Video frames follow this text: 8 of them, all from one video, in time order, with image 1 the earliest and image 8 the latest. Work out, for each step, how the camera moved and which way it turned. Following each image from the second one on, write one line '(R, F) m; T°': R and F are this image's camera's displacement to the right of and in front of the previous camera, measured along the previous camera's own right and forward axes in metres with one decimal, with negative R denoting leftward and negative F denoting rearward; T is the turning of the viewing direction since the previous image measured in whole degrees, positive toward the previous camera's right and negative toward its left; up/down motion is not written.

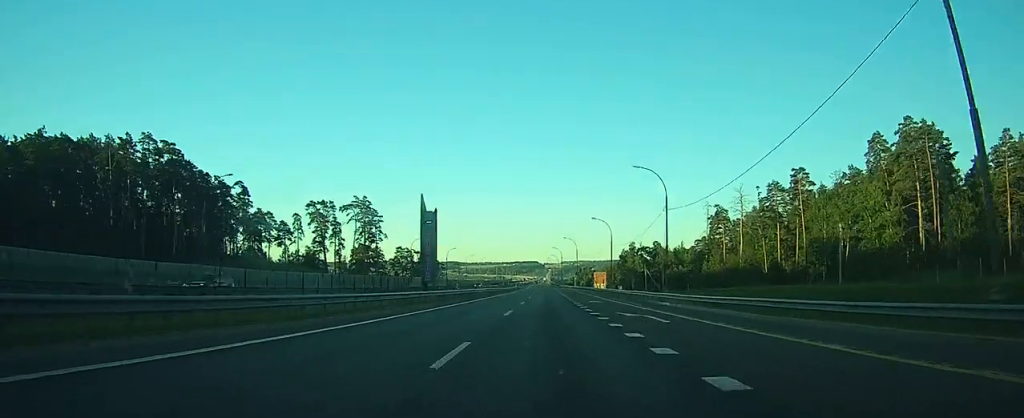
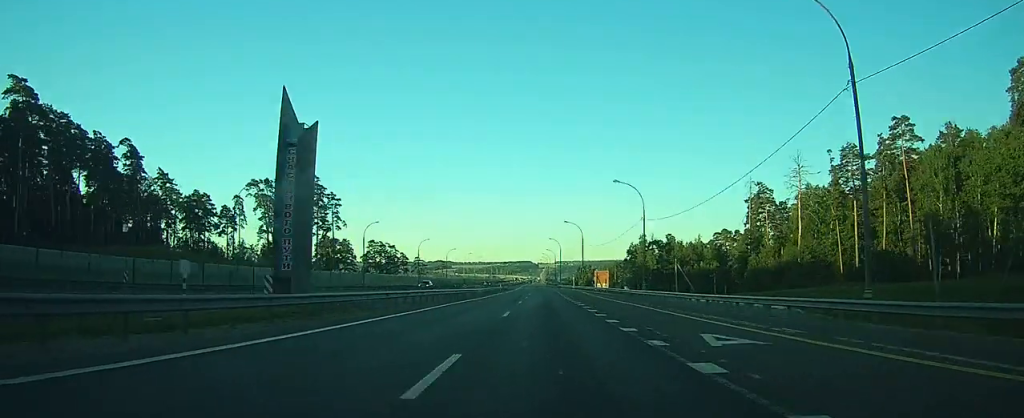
(+0.2, +34.5) m; +1°
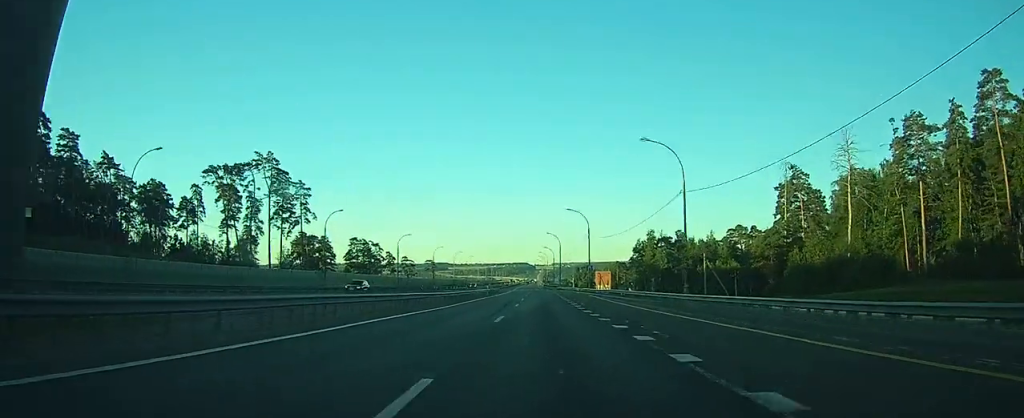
(+0.1, +18.6) m; 0°
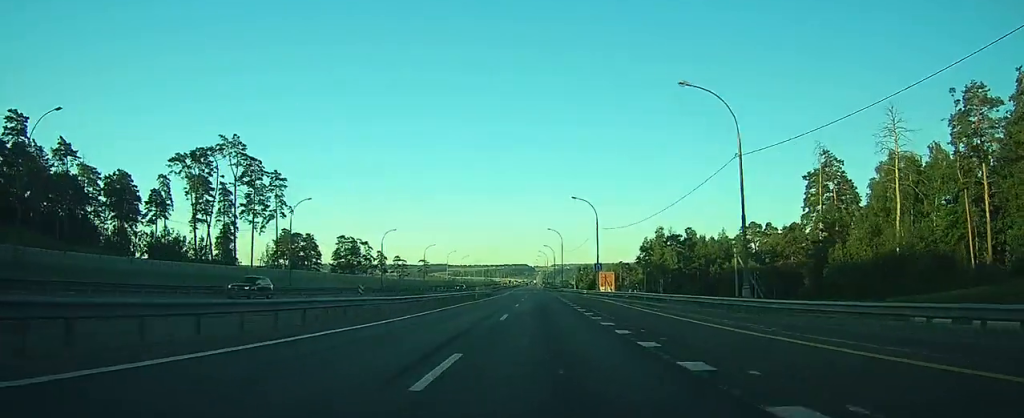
(0.0, +12.7) m; 0°
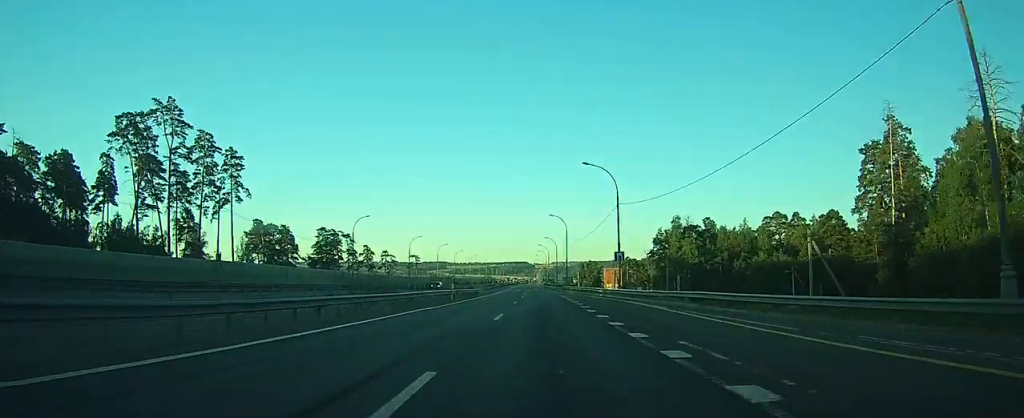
(+0.1, +18.5) m; 0°
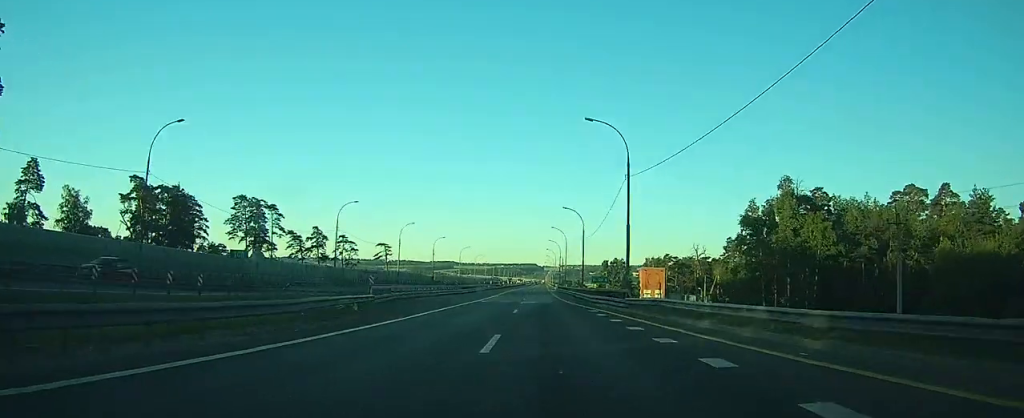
(0.0, +56.4) m; 0°
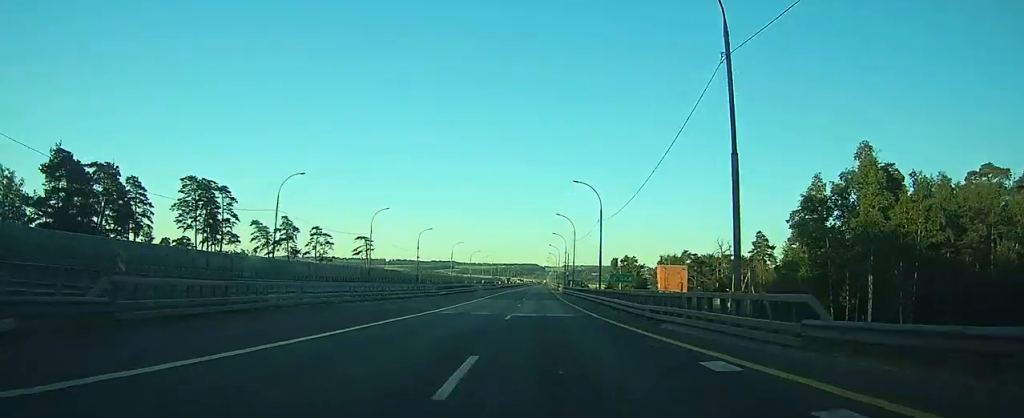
(0.0, +20.4) m; 0°
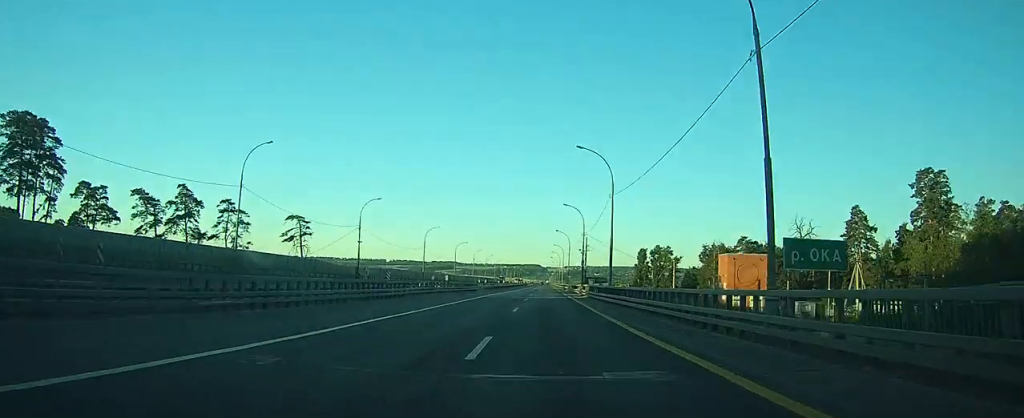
(-0.2, +42.7) m; -1°
